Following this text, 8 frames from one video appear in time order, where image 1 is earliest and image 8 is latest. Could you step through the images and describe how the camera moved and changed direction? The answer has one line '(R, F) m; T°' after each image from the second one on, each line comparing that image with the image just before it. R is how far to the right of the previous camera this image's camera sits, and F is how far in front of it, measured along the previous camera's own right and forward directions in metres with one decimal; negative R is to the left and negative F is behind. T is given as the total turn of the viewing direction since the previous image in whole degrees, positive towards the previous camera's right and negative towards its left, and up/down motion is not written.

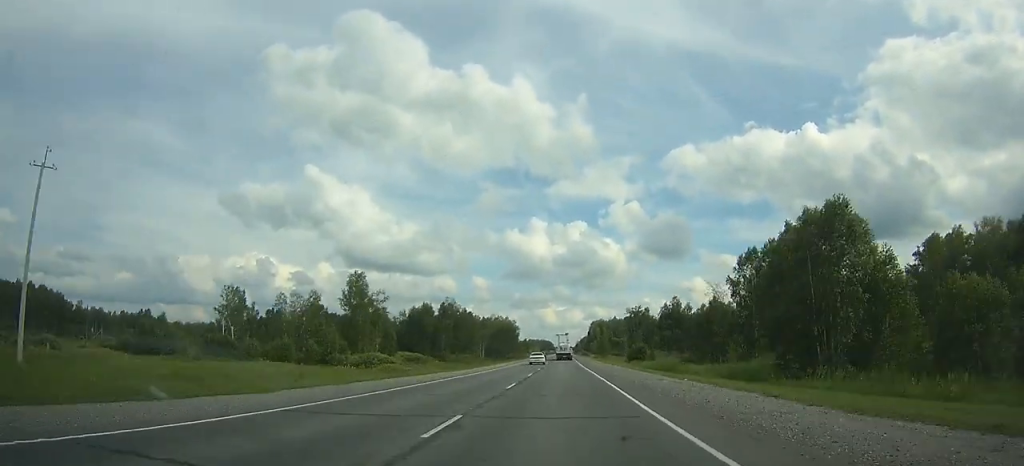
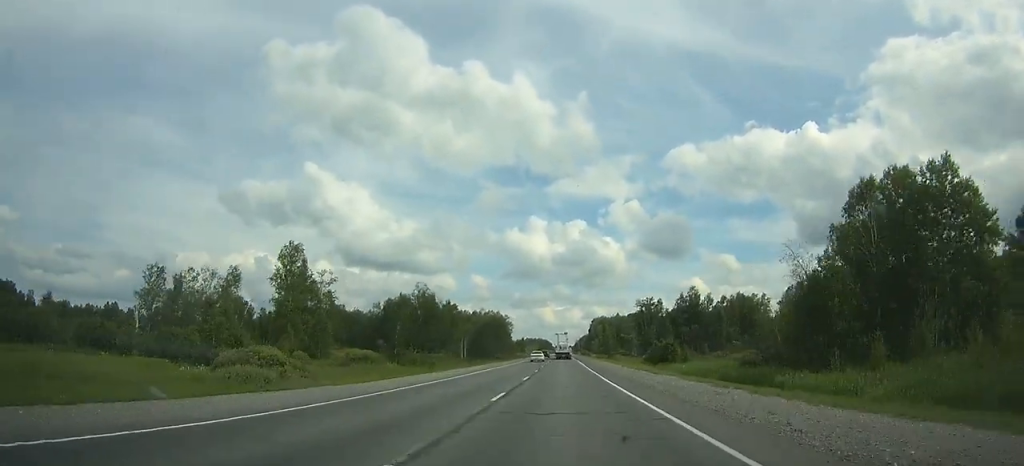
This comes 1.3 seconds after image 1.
(+0.1, +29.3) m; 0°
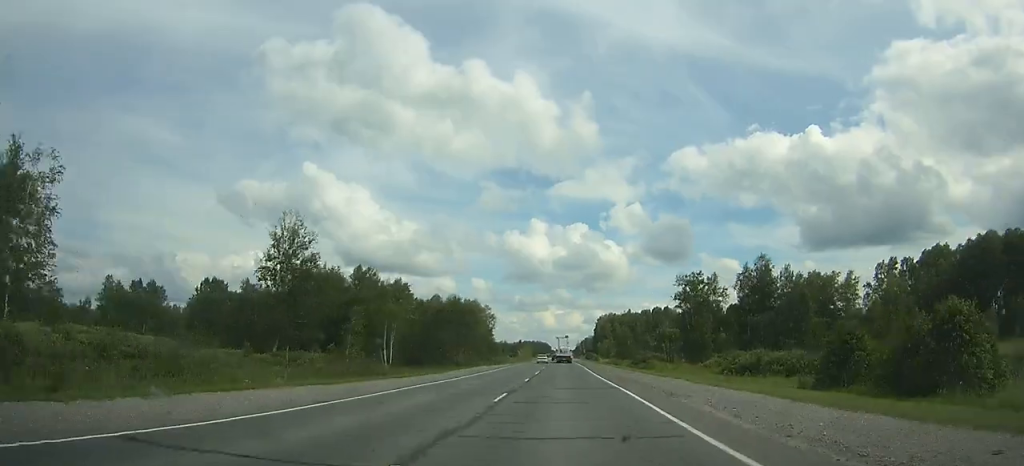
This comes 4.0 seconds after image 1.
(0.0, +61.8) m; 0°
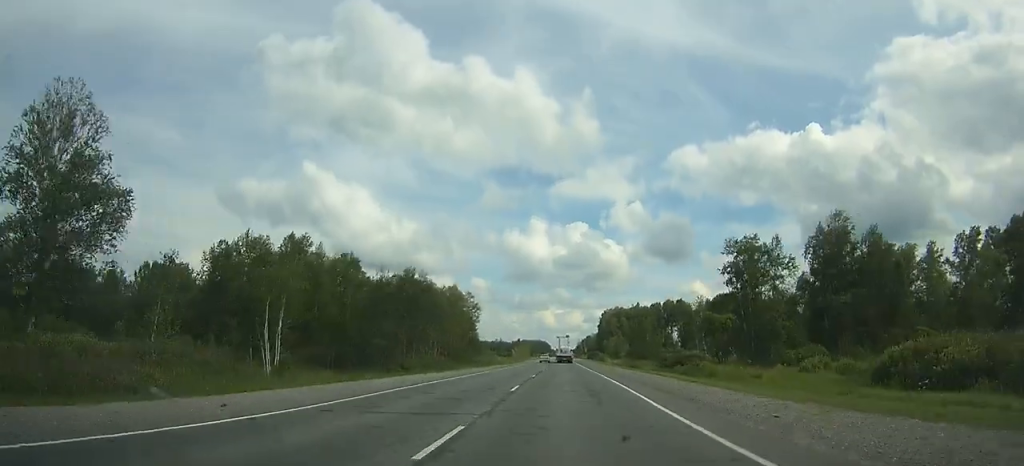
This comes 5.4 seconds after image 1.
(0.0, +32.5) m; 0°
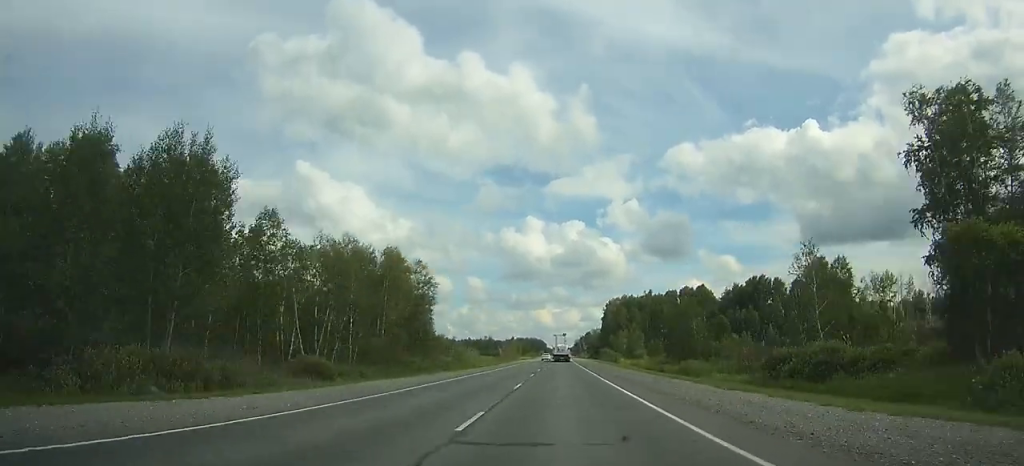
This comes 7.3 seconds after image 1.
(+0.2, +44.9) m; 0°
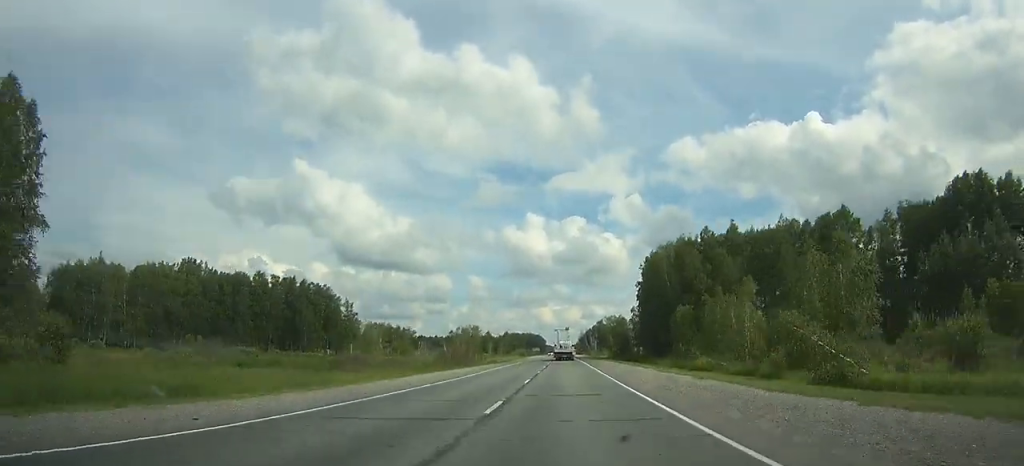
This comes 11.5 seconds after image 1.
(+0.4, +105.1) m; 0°
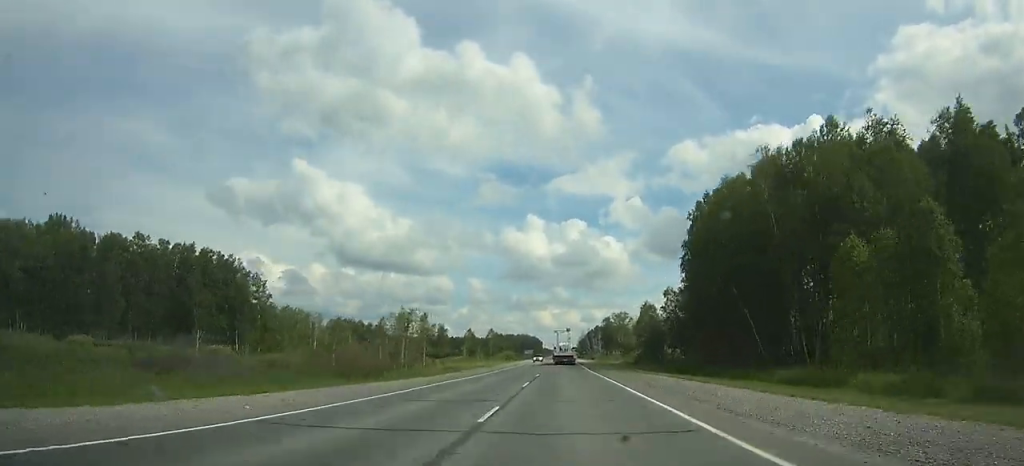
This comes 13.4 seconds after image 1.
(+0.1, +52.2) m; 0°
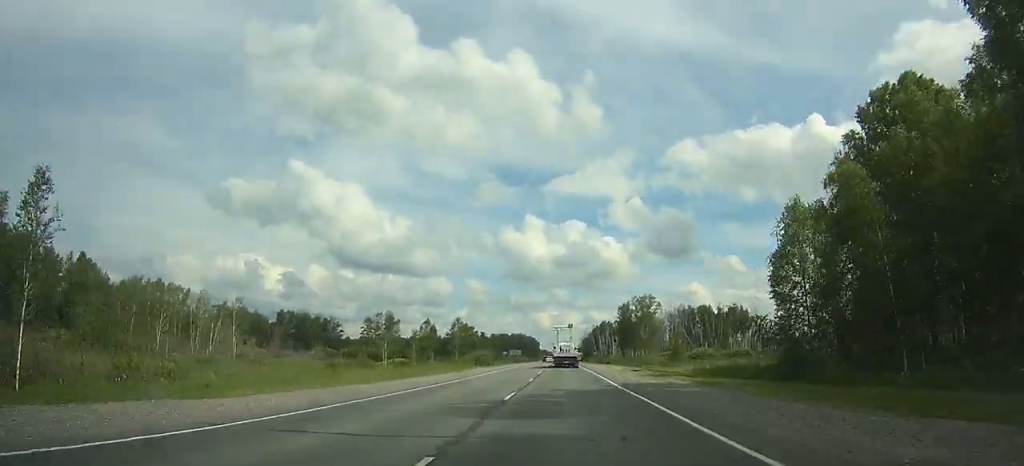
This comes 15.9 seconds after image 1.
(-0.2, +70.9) m; 0°
